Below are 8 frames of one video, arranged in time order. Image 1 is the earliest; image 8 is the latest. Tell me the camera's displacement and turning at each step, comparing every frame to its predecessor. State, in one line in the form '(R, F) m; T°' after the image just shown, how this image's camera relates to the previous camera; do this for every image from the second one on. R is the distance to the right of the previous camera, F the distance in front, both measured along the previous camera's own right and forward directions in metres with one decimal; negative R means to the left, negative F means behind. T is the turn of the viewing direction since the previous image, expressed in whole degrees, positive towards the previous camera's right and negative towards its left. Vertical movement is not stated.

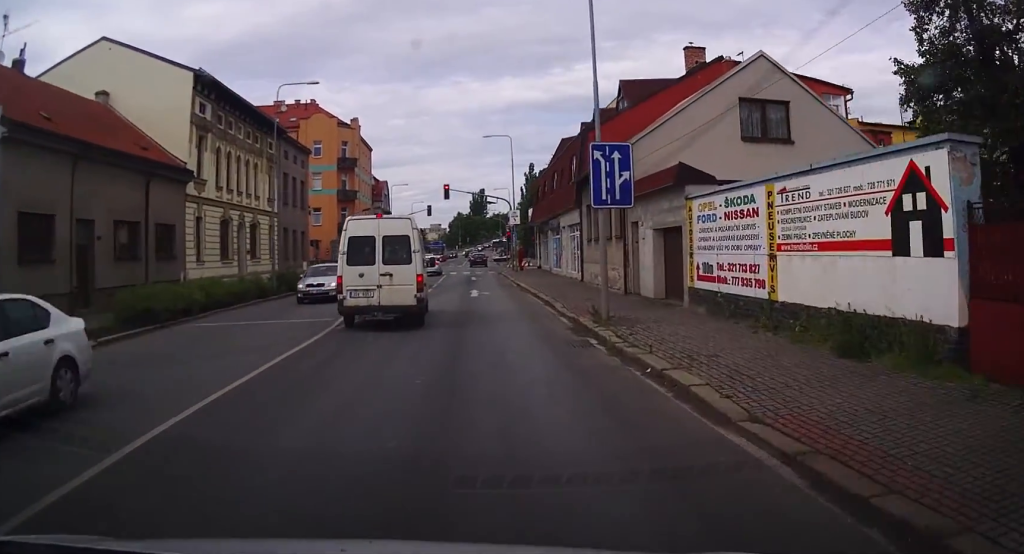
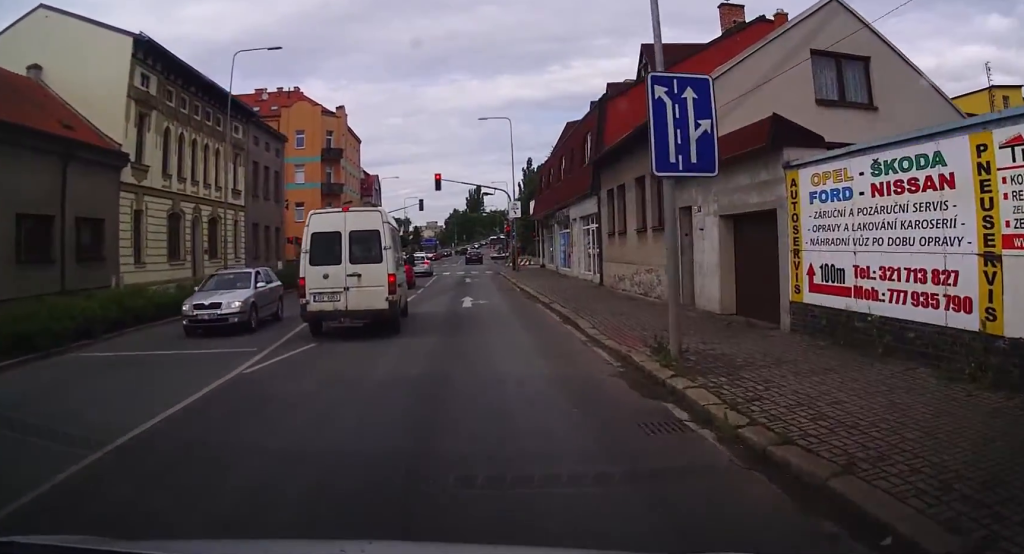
(+0.4, +6.2) m; +1°
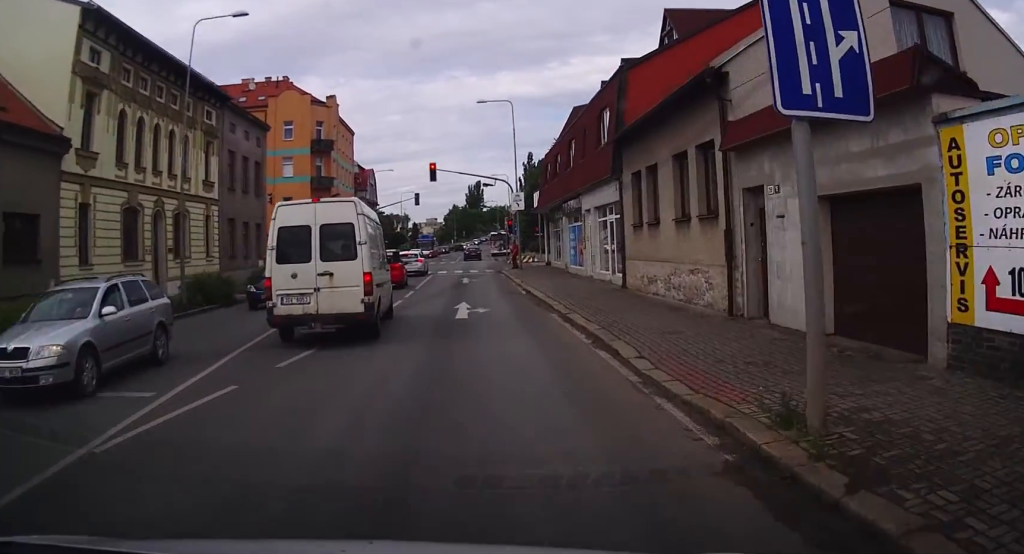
(+0.1, +4.3) m; 0°
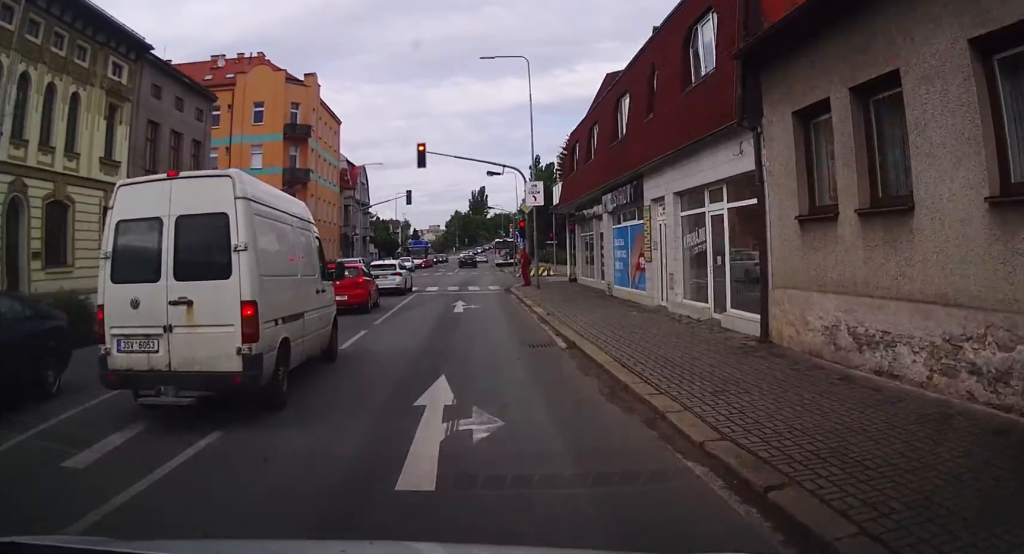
(-0.1, +10.9) m; +1°
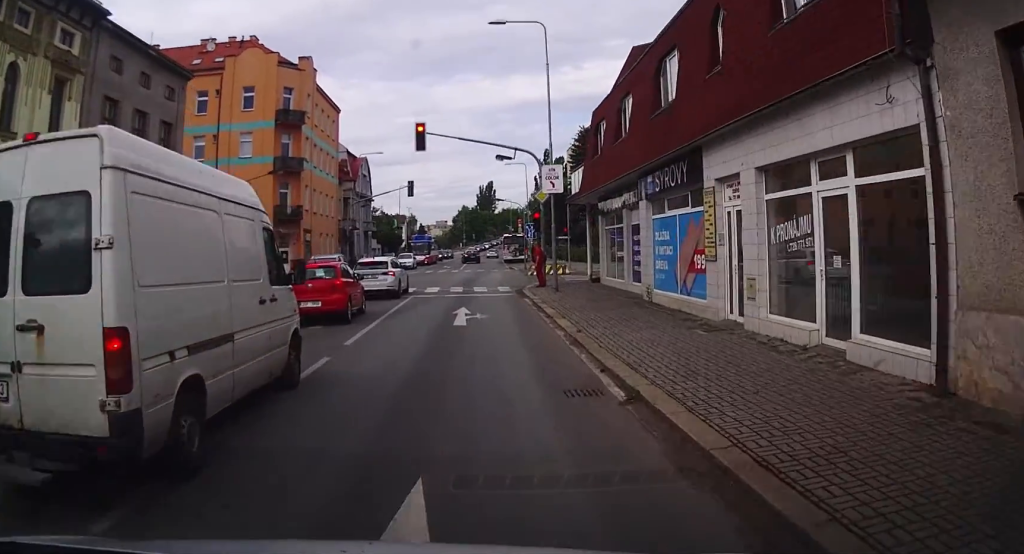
(+0.1, +4.7) m; +1°
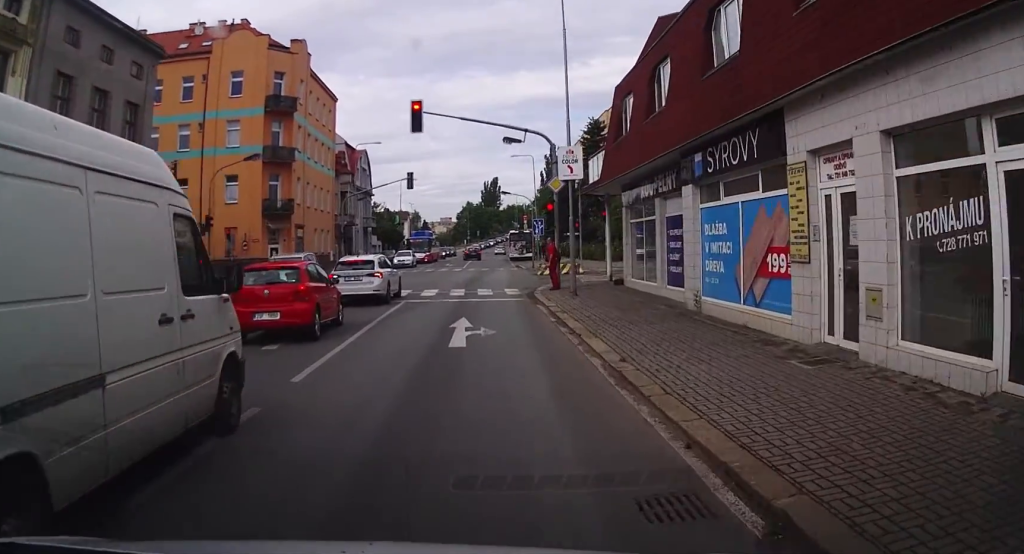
(0.0, +4.1) m; -1°
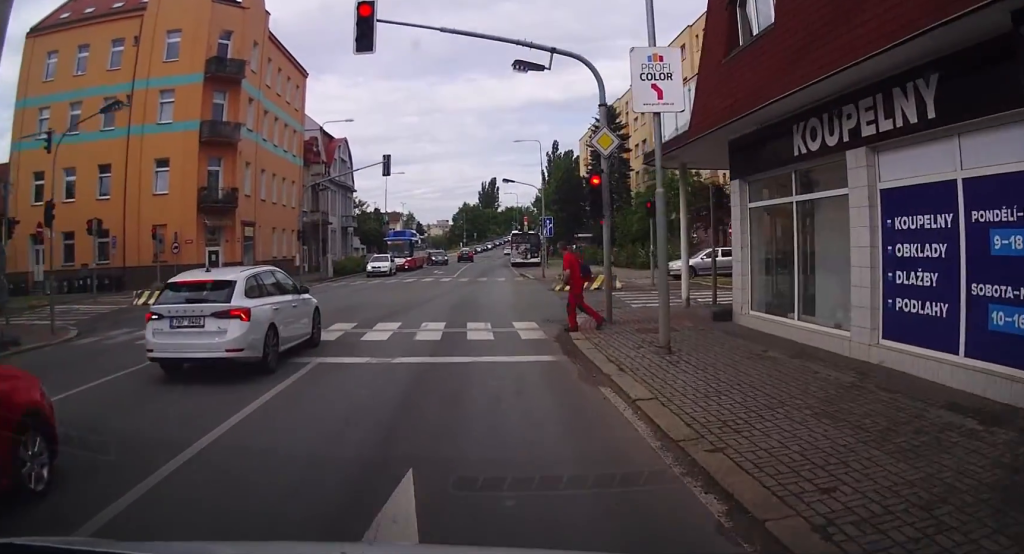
(-0.4, +14.0) m; -3°
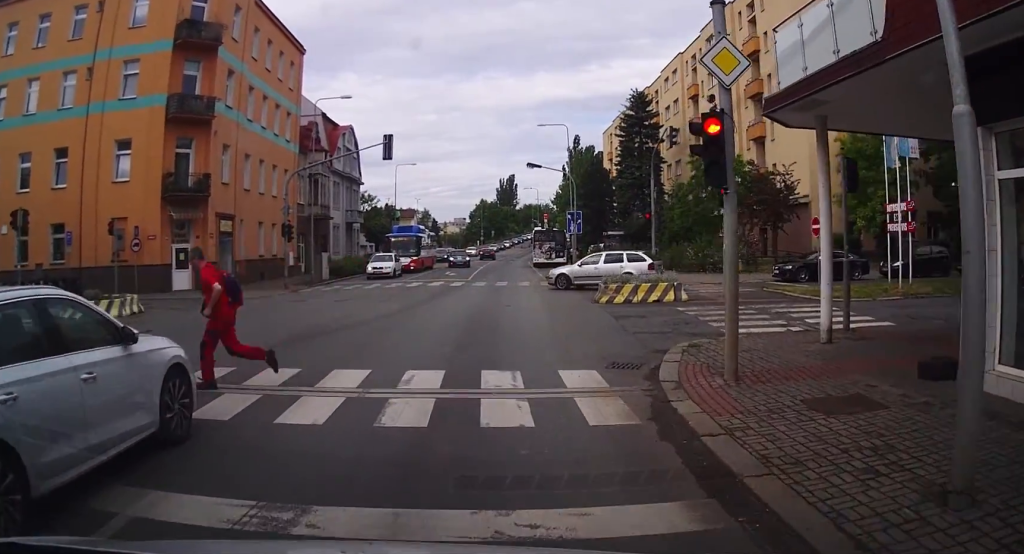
(-0.1, +13.1) m; +1°
